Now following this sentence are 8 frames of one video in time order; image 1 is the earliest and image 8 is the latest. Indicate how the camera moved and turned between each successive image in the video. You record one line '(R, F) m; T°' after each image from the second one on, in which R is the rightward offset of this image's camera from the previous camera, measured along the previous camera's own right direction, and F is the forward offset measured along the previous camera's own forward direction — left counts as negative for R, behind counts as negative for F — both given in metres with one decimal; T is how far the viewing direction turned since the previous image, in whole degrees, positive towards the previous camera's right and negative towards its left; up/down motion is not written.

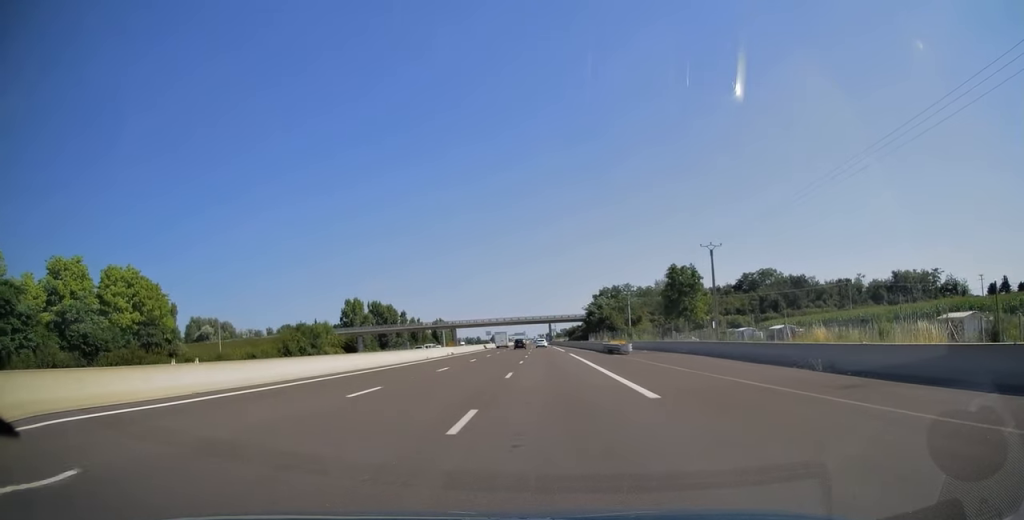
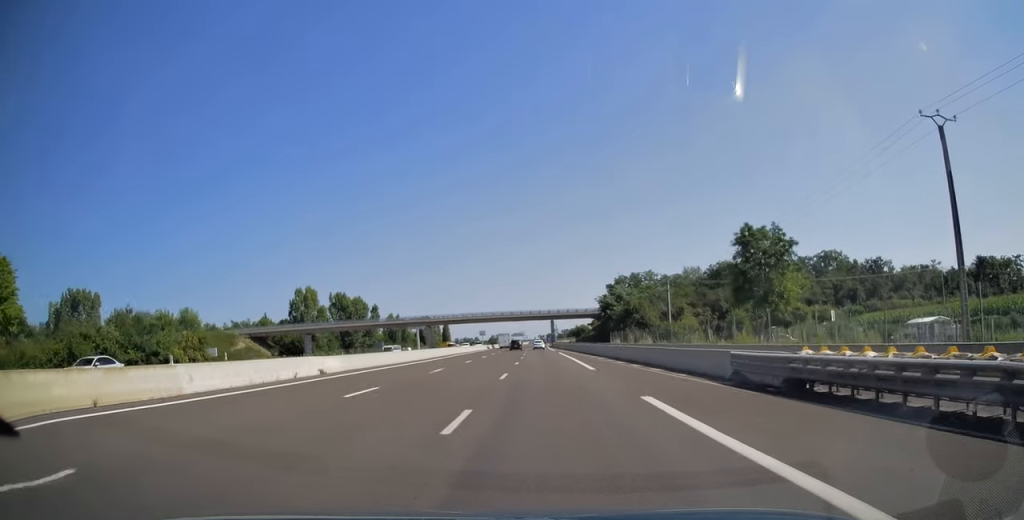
(0.0, +38.8) m; 0°
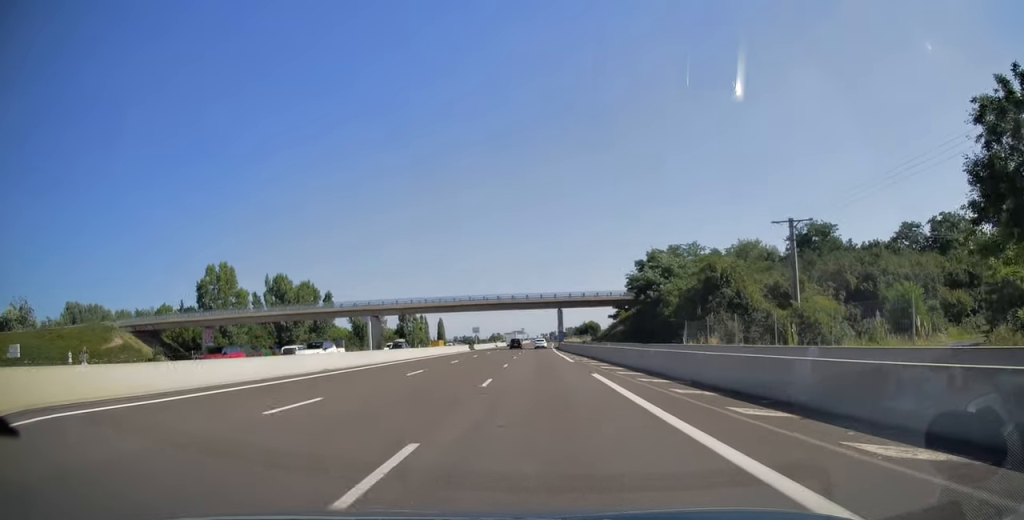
(0.0, +42.9) m; 0°
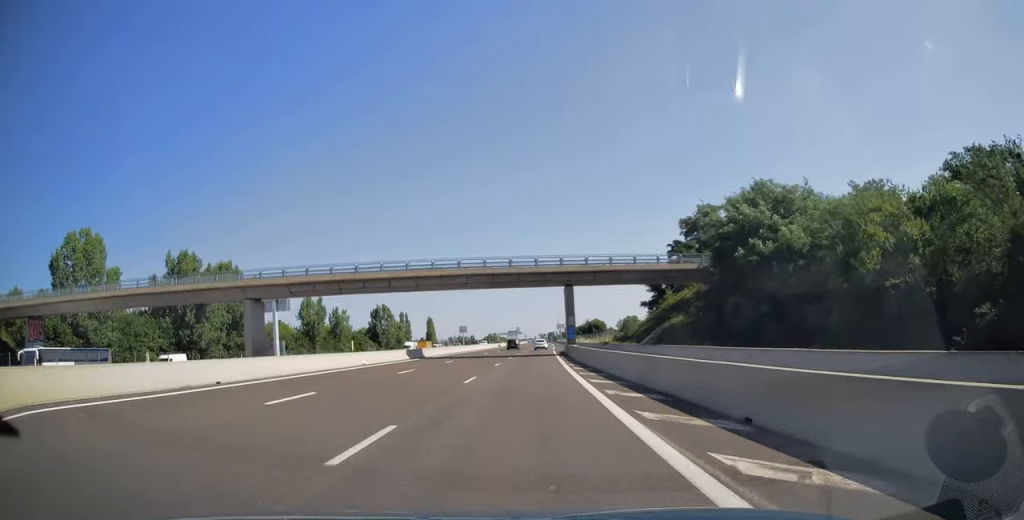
(-0.1, +37.1) m; 0°
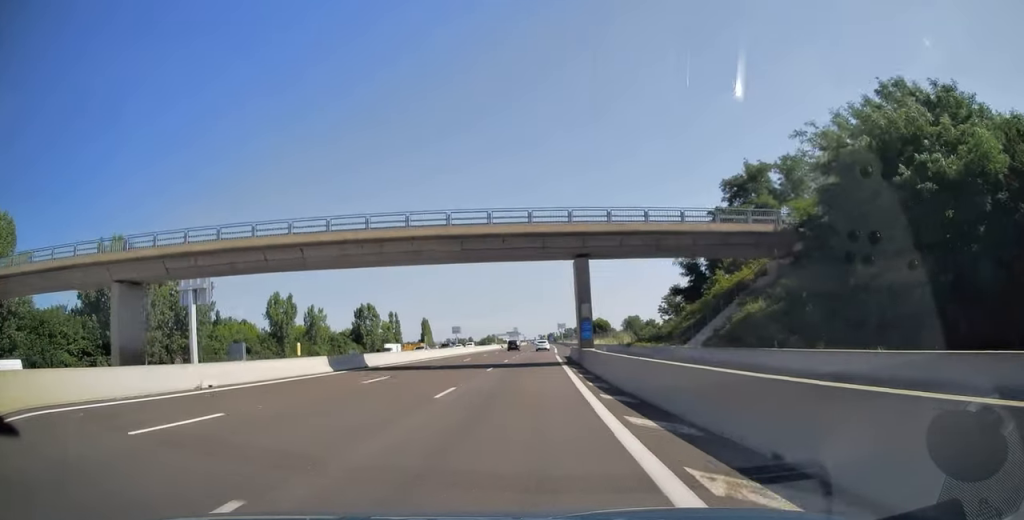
(0.0, +17.5) m; 0°
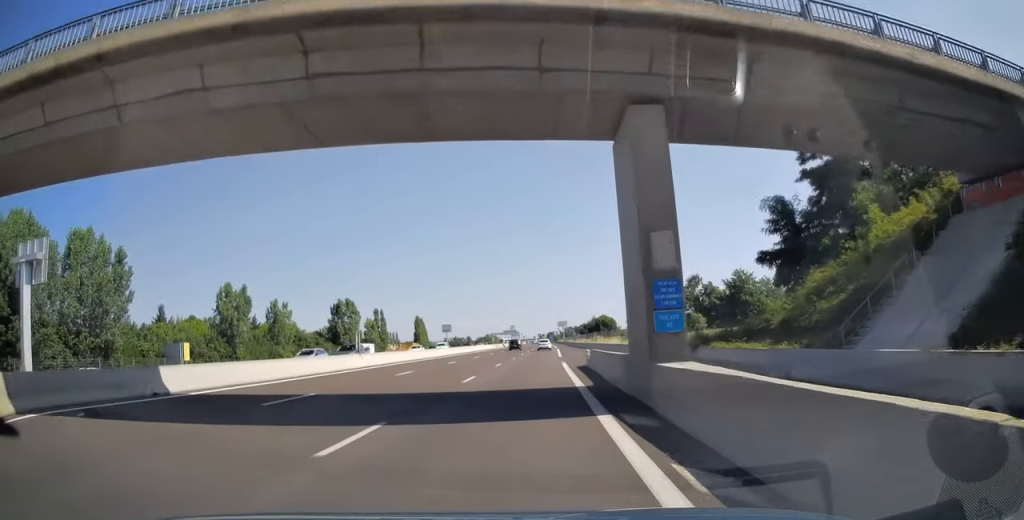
(0.0, +20.6) m; 0°
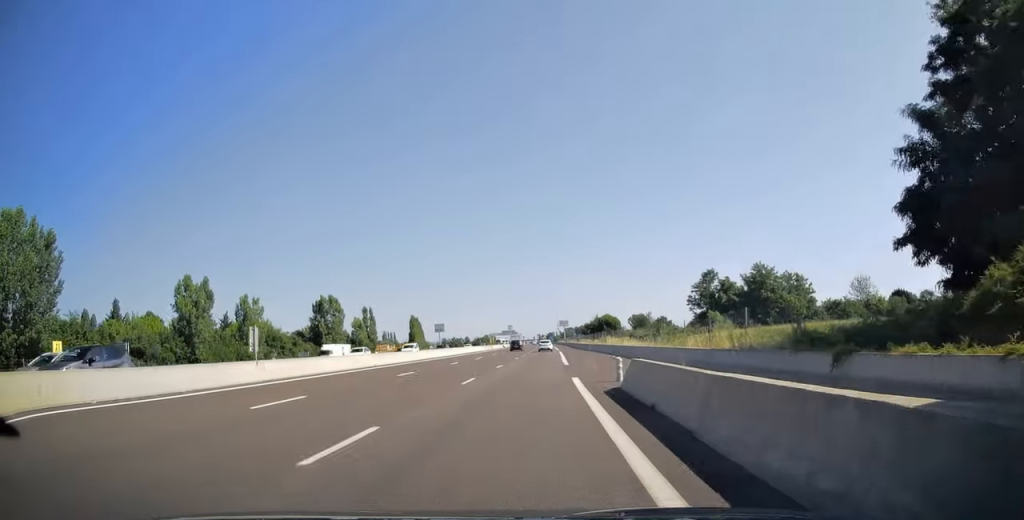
(0.0, +13.4) m; 0°
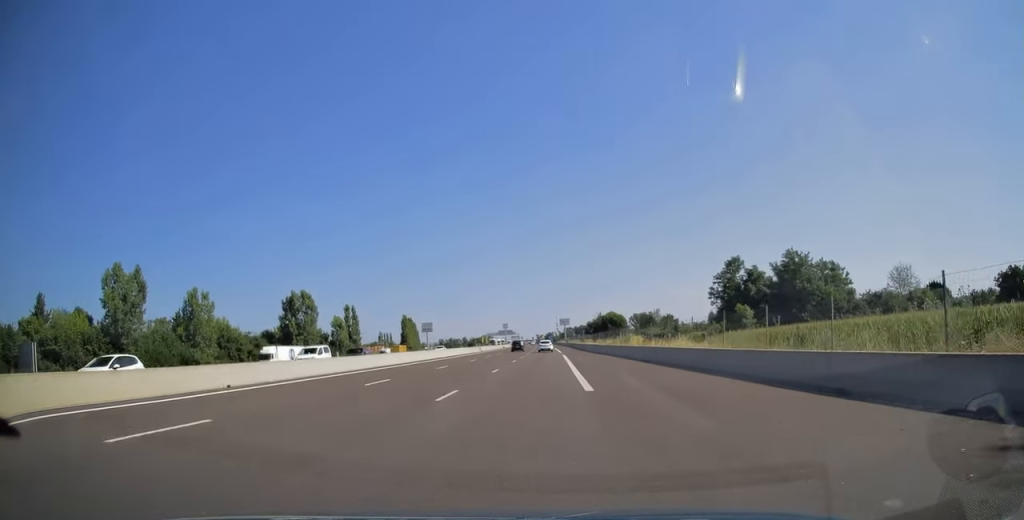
(0.0, +18.1) m; 0°
